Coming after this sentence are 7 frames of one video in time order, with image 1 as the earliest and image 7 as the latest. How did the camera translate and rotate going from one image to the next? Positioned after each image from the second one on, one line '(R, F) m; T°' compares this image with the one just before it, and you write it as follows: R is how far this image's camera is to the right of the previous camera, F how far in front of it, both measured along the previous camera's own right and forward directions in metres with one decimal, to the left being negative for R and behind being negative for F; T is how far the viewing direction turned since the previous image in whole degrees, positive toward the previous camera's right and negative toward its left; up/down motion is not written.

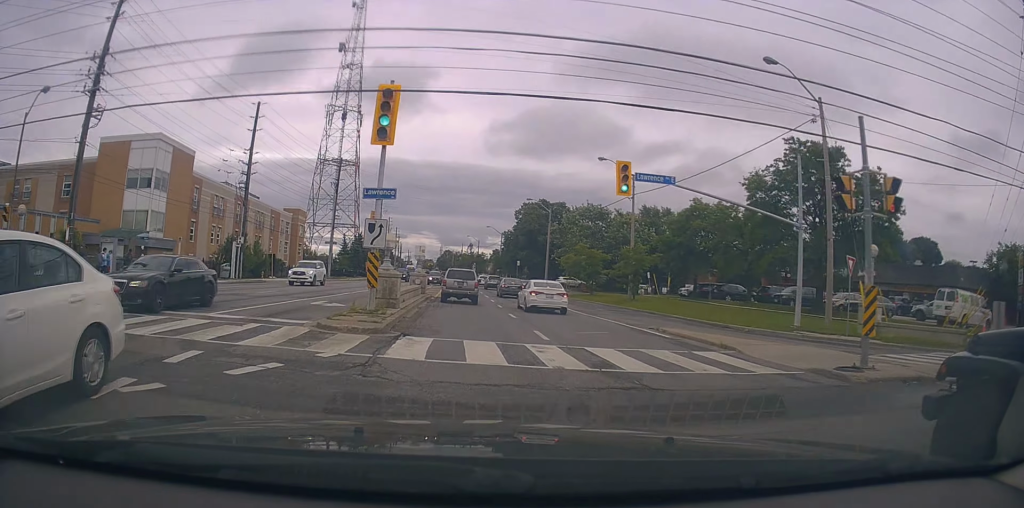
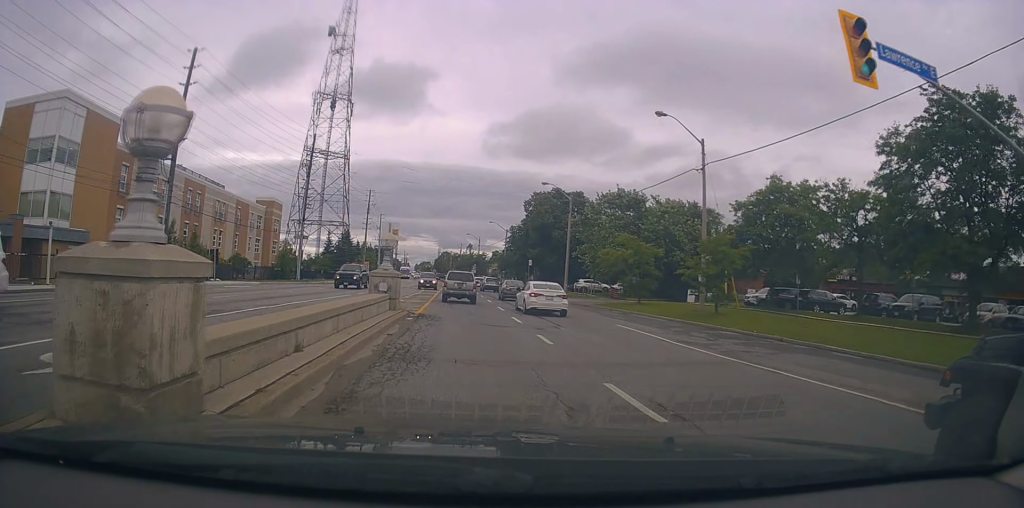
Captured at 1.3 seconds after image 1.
(+0.1, +14.1) m; -1°
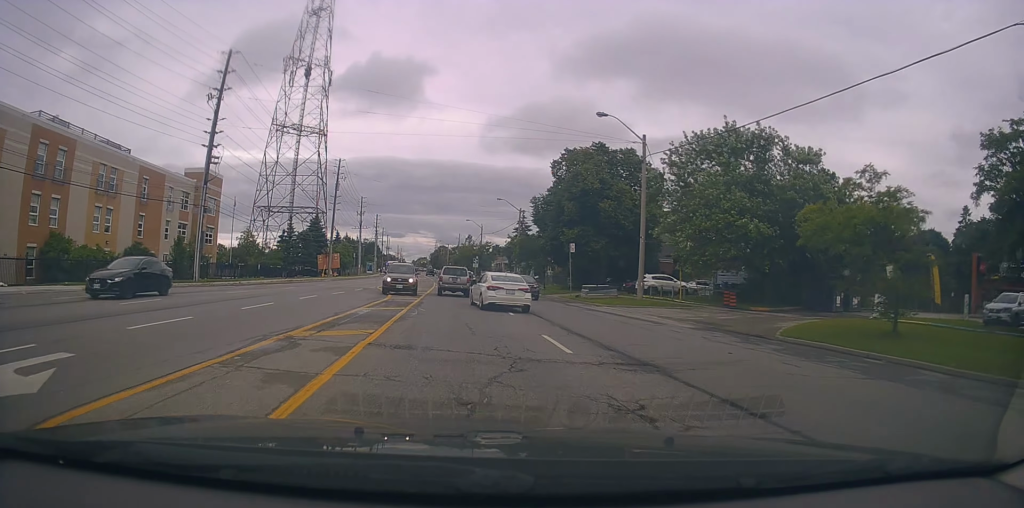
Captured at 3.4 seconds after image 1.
(-0.7, +24.2) m; 0°
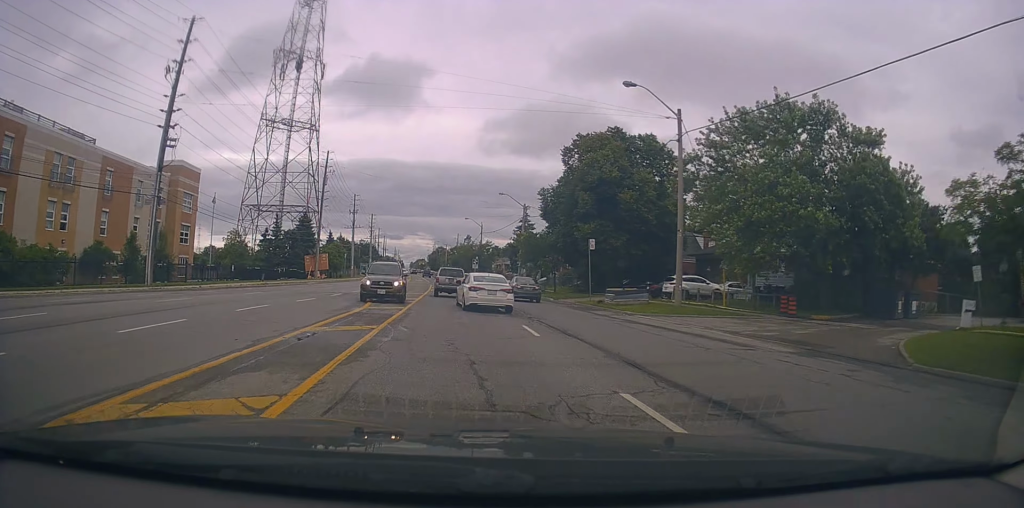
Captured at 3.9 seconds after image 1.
(+0.2, +6.3) m; +1°
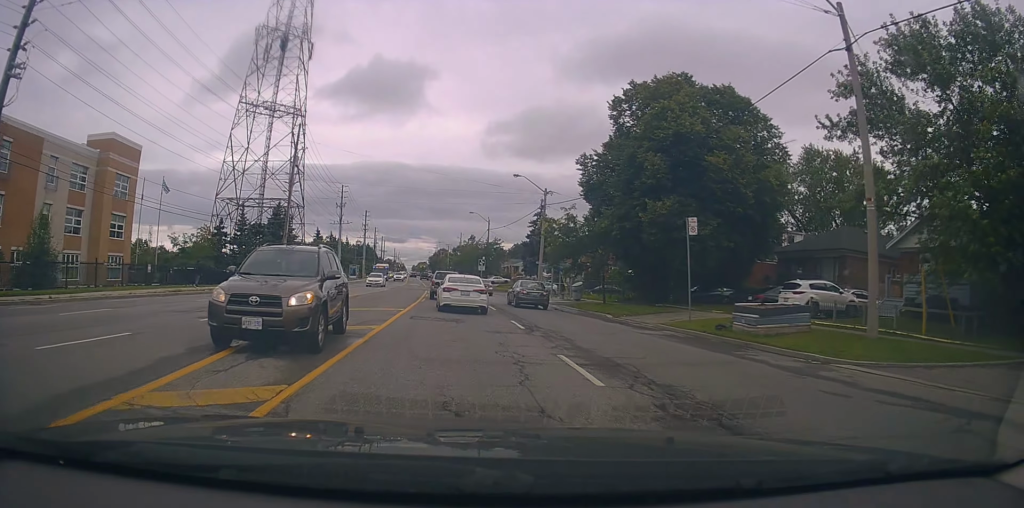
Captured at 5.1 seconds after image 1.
(+0.2, +14.6) m; 0°
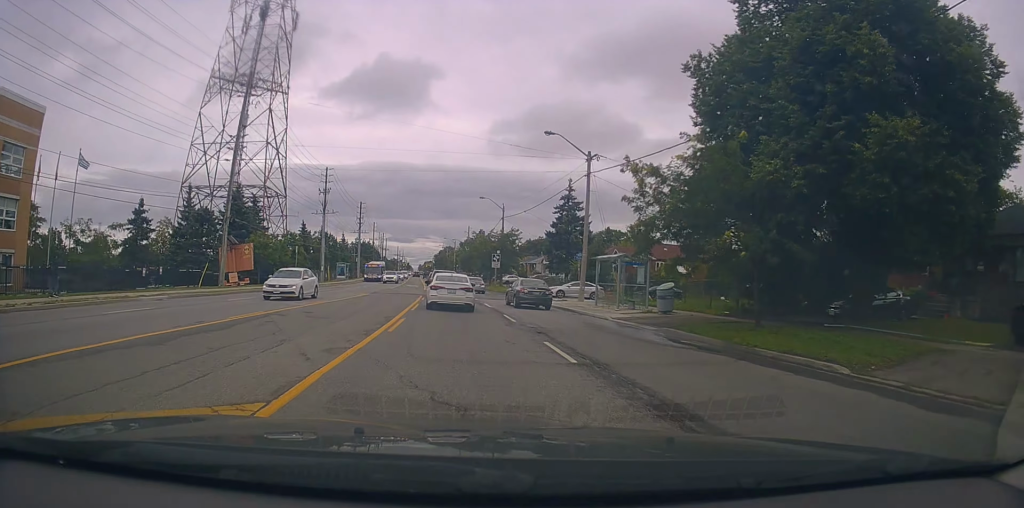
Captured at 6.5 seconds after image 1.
(-0.3, +16.2) m; -3°
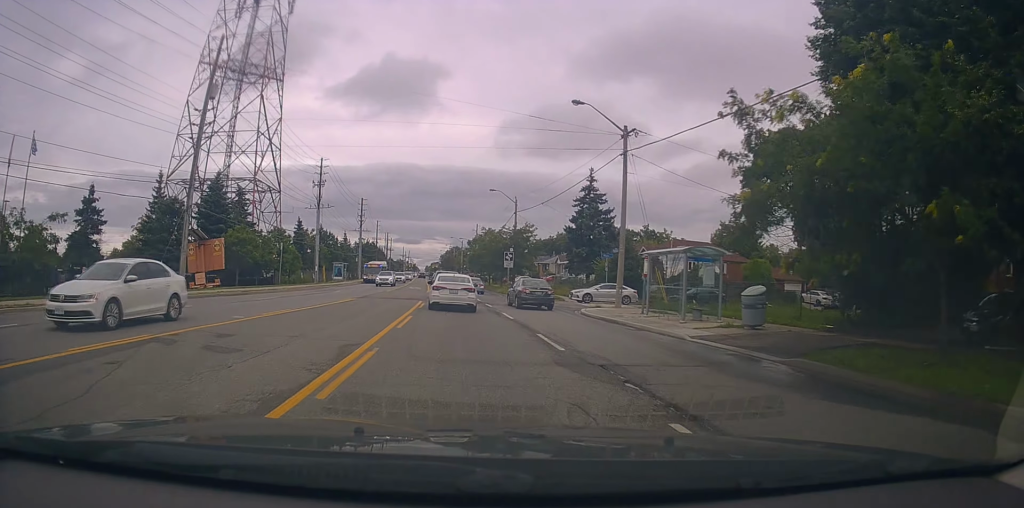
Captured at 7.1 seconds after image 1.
(-0.2, +7.1) m; 0°
